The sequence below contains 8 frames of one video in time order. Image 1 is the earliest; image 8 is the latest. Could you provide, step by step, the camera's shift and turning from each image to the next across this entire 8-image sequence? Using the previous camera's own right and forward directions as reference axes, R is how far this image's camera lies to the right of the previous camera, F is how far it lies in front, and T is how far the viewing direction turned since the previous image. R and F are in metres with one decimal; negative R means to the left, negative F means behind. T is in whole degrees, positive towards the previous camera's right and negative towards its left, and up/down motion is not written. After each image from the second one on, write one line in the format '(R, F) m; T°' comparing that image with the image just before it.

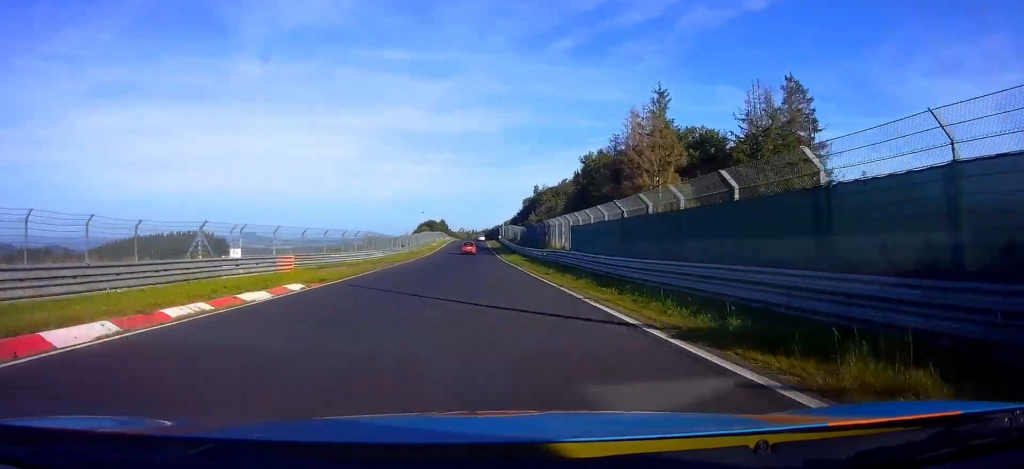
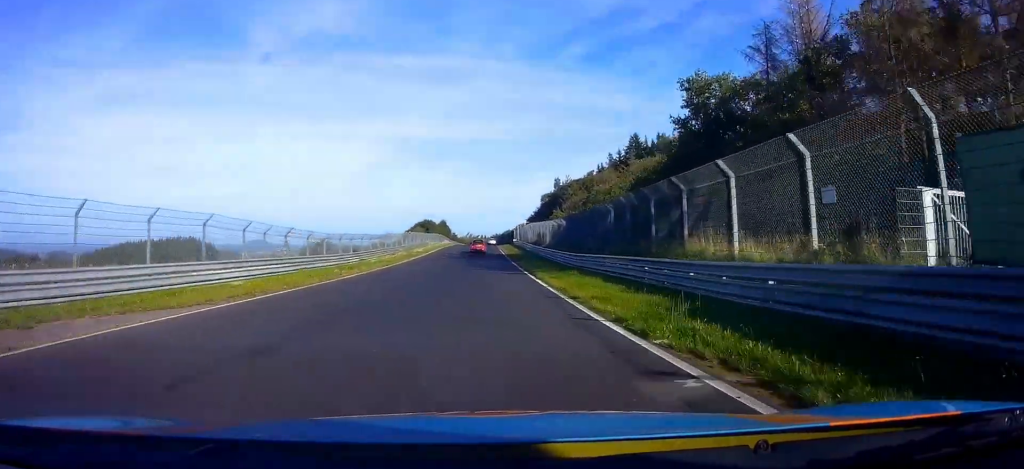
(-1.1, +37.1) m; -2°
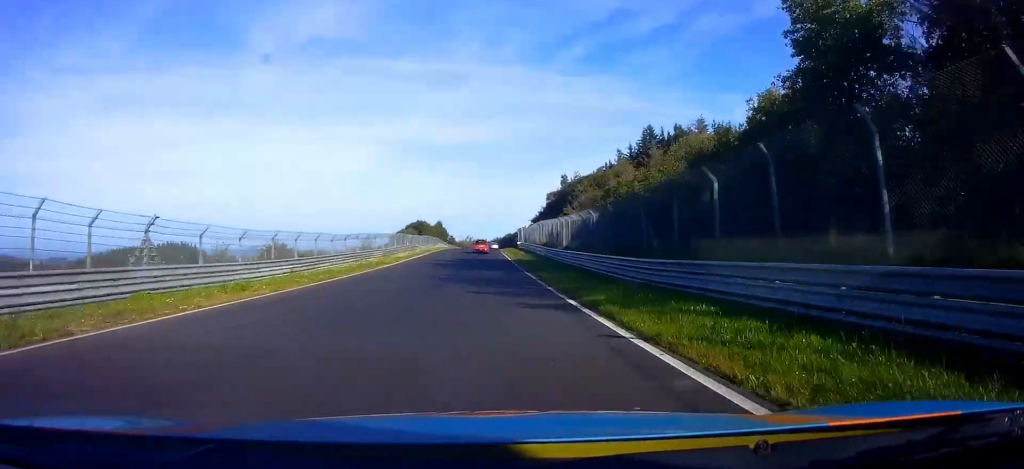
(-0.1, +16.8) m; 0°
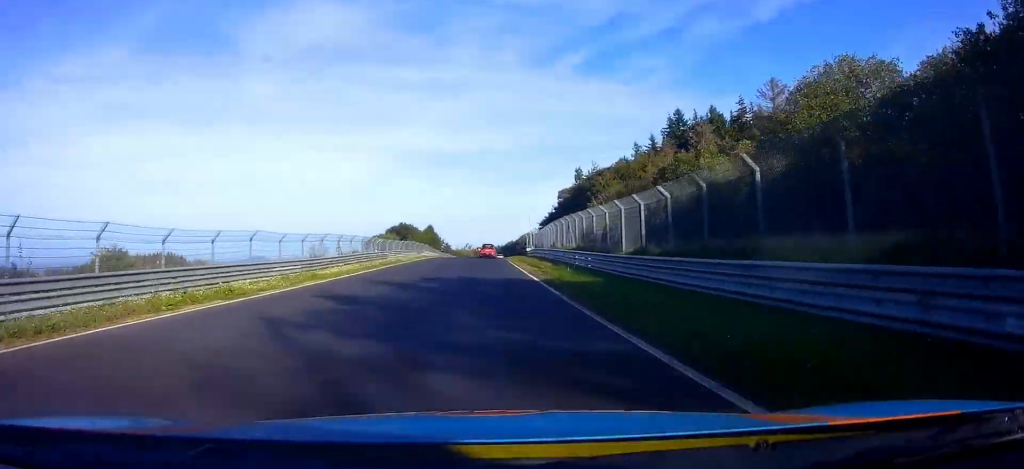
(0.0, +26.5) m; 0°
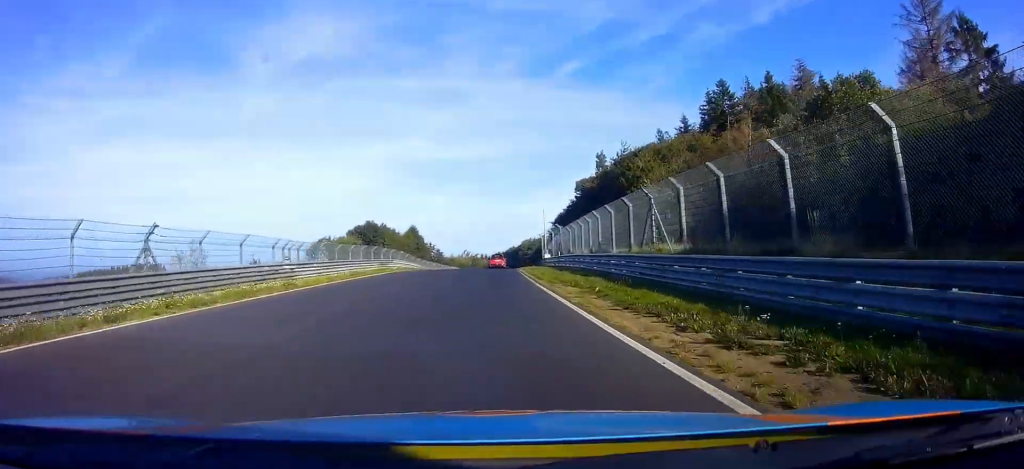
(+0.2, +26.9) m; 0°
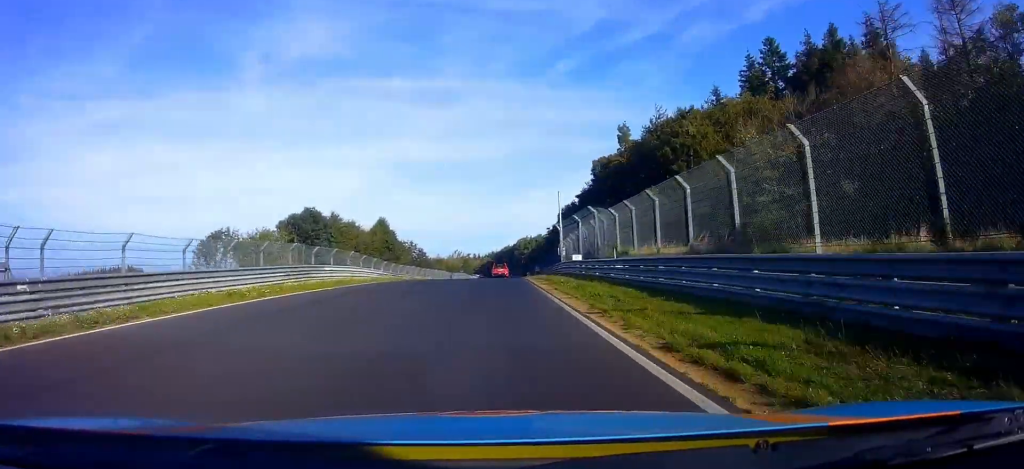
(-0.1, +20.6) m; 0°
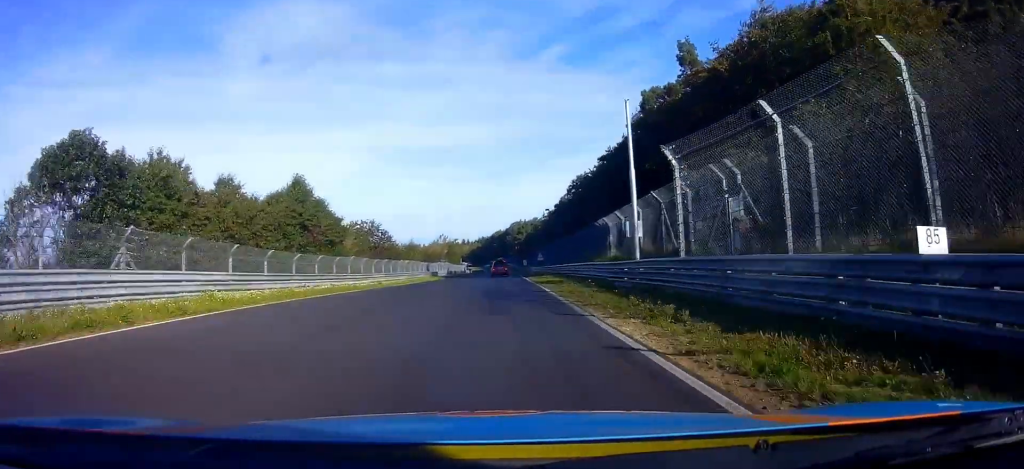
(-0.1, +24.8) m; 0°
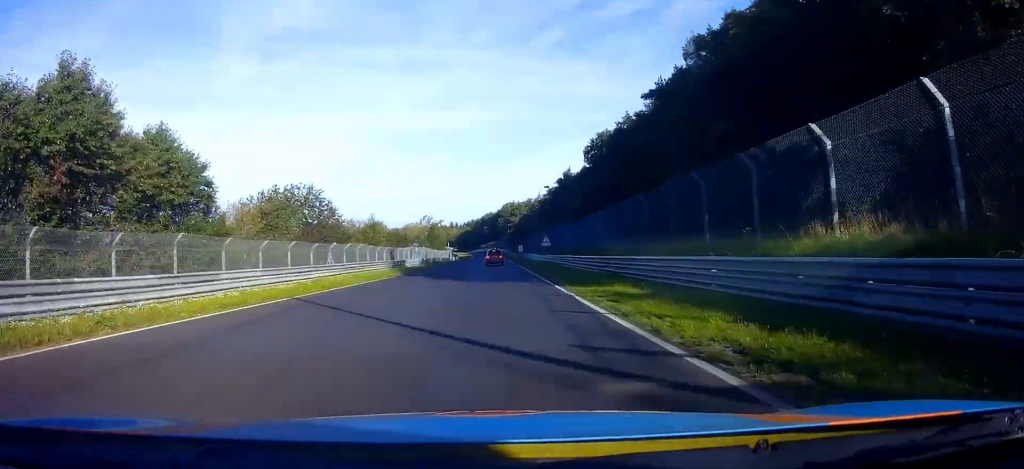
(+0.2, +21.5) m; +1°
